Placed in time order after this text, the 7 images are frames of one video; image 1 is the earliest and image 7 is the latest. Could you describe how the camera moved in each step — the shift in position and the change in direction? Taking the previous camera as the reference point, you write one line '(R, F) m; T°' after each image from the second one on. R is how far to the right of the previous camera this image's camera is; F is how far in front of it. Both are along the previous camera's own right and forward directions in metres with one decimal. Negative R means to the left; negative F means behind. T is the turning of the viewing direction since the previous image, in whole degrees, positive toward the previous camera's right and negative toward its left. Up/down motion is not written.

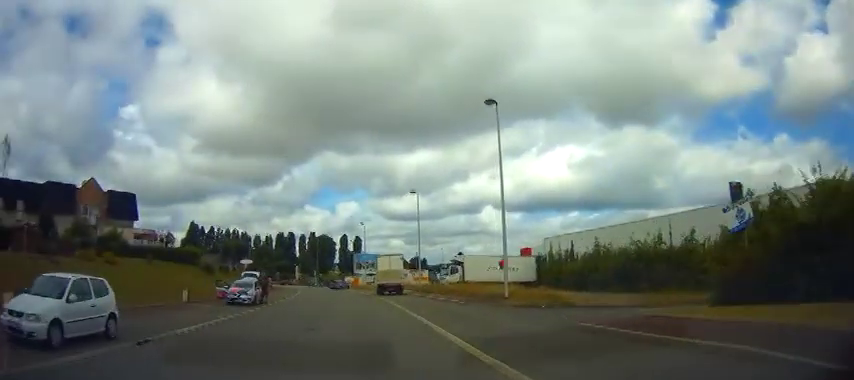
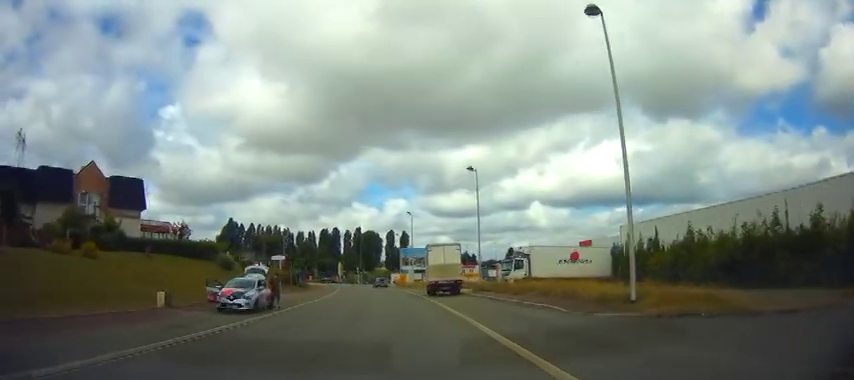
(-0.2, +7.6) m; -2°
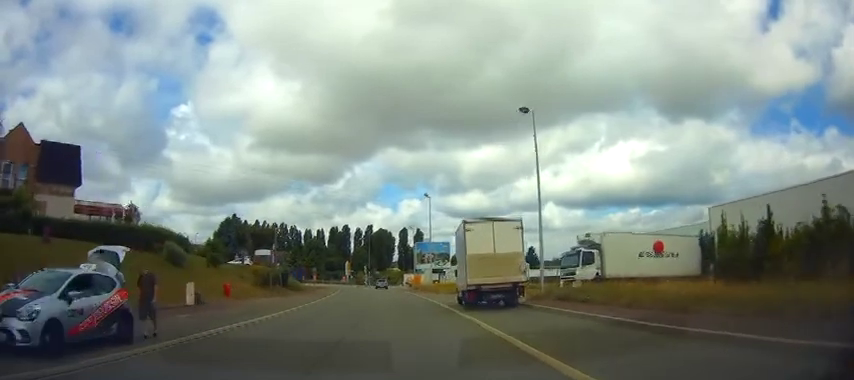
(0.0, +15.0) m; -3°
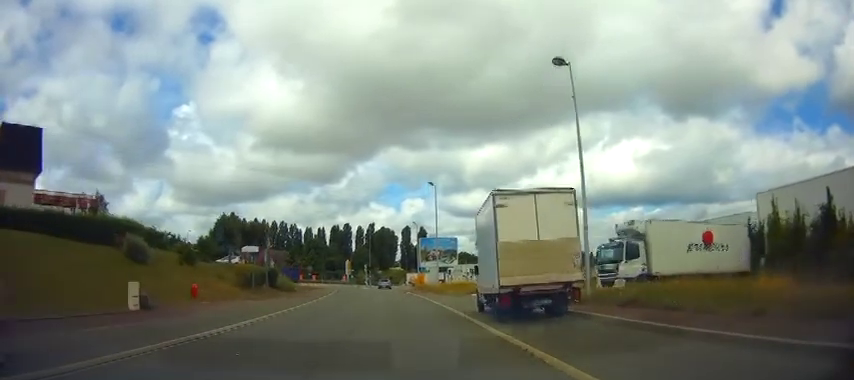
(-0.3, +6.2) m; -2°
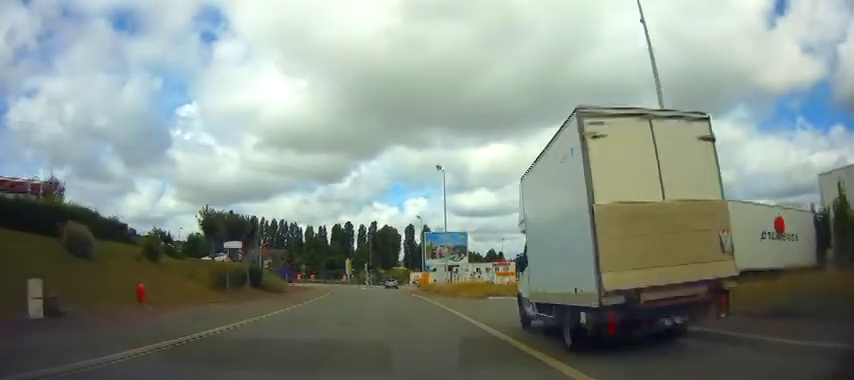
(0.0, +6.1) m; 0°
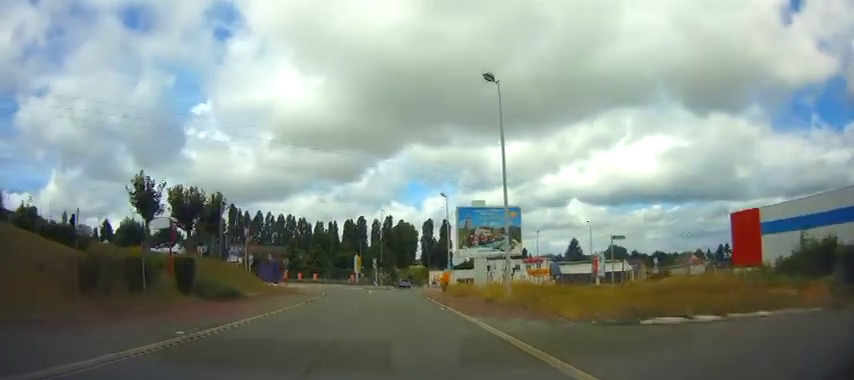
(0.0, +17.5) m; 0°
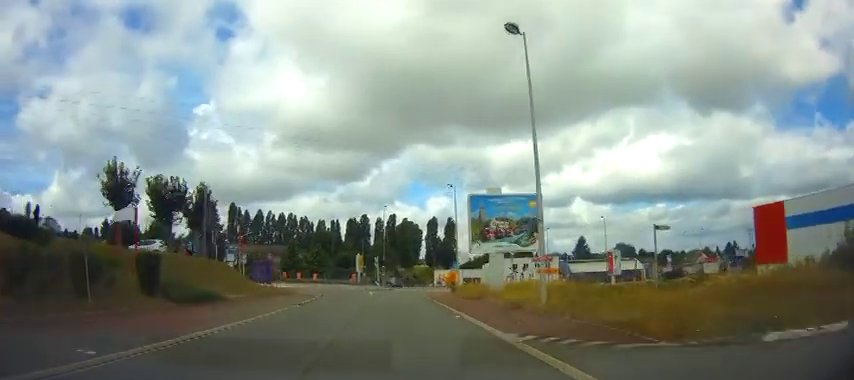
(0.0, +4.2) m; 0°
